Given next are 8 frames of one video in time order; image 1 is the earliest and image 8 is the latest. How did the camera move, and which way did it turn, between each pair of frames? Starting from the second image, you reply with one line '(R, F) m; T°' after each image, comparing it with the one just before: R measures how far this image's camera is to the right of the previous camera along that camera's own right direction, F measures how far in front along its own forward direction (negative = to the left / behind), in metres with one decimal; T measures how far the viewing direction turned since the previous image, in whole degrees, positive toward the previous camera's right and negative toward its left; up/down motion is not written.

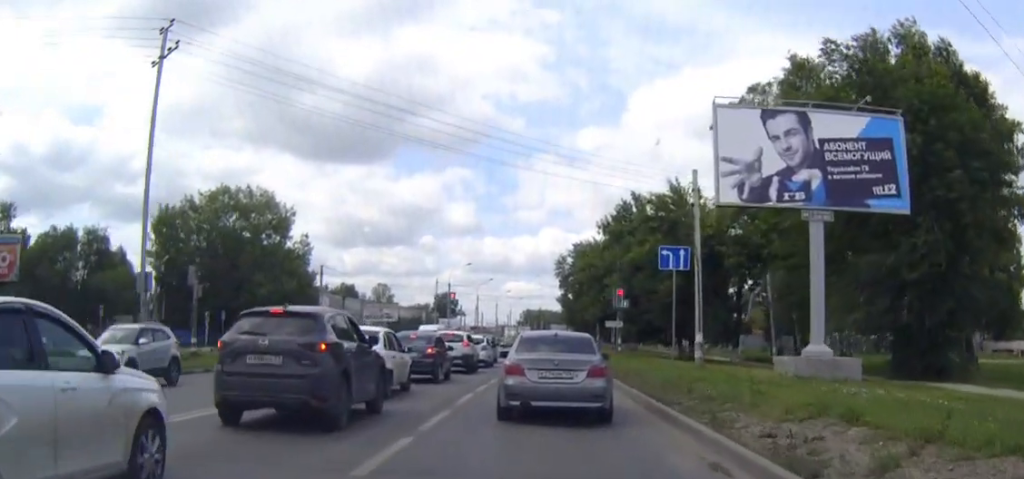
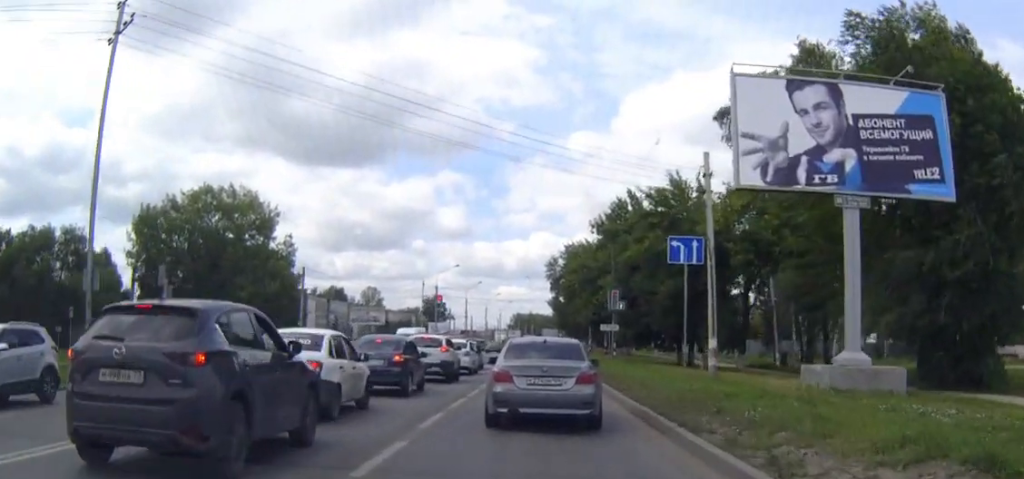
(0.0, +4.2) m; +1°
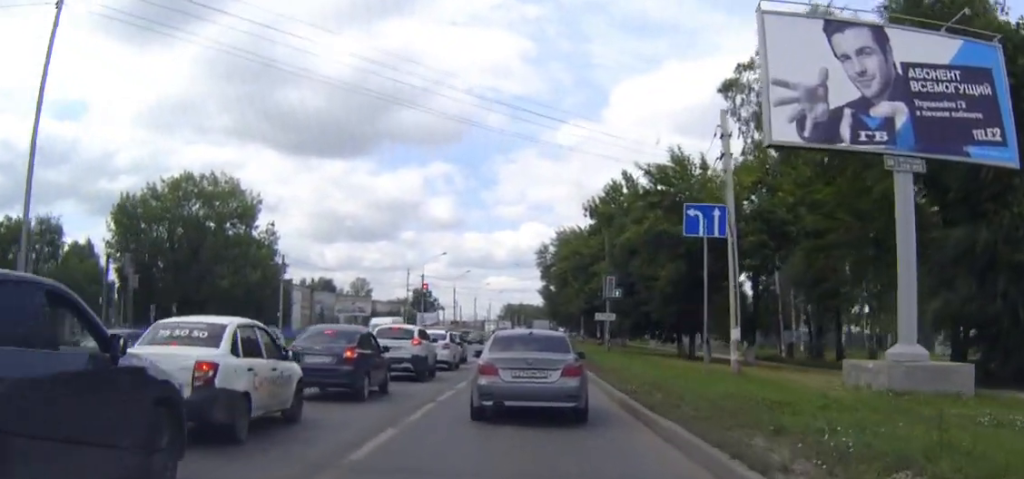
(0.0, +4.2) m; +1°
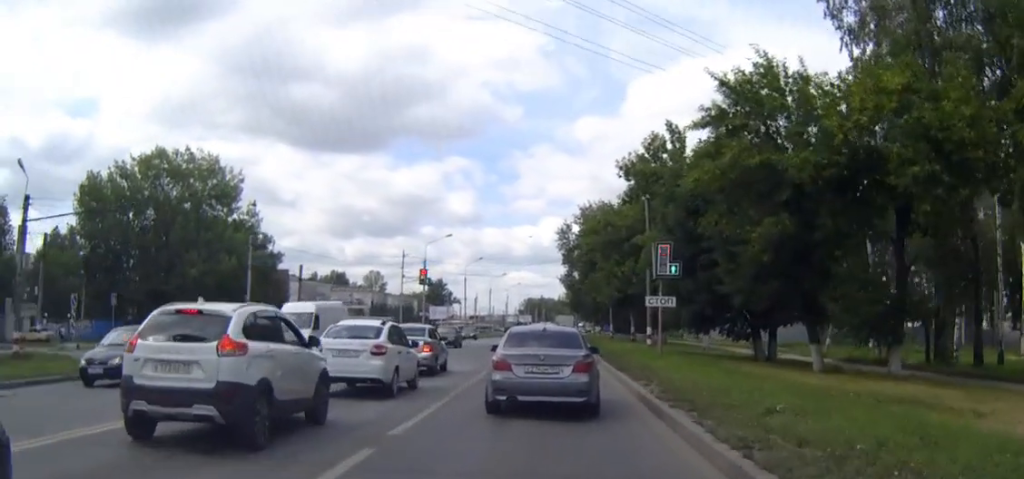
(-0.1, +15.5) m; -2°
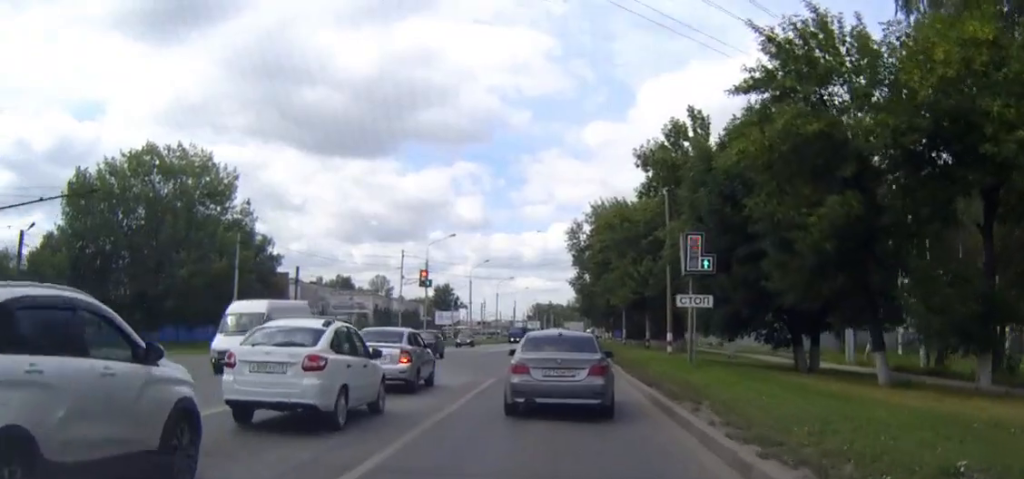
(-0.1, +5.1) m; 0°
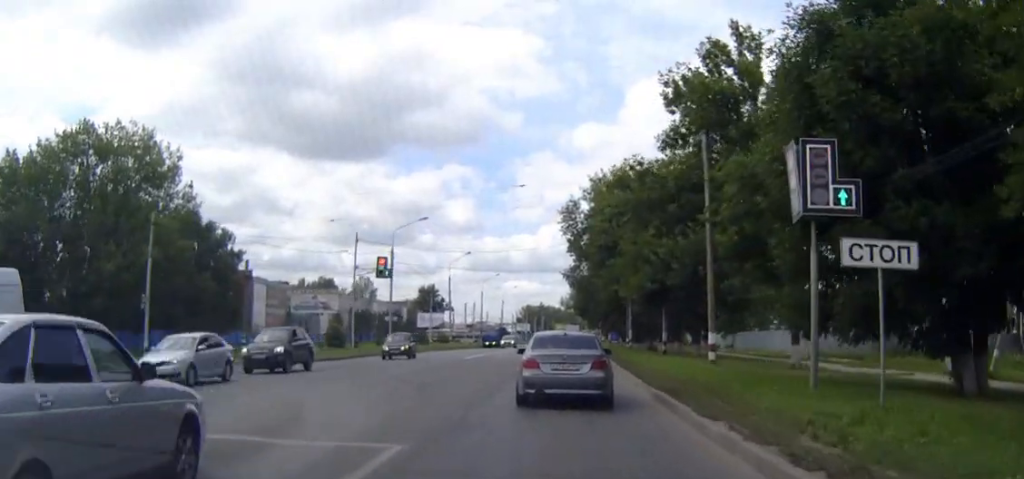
(0.0, +14.0) m; +1°
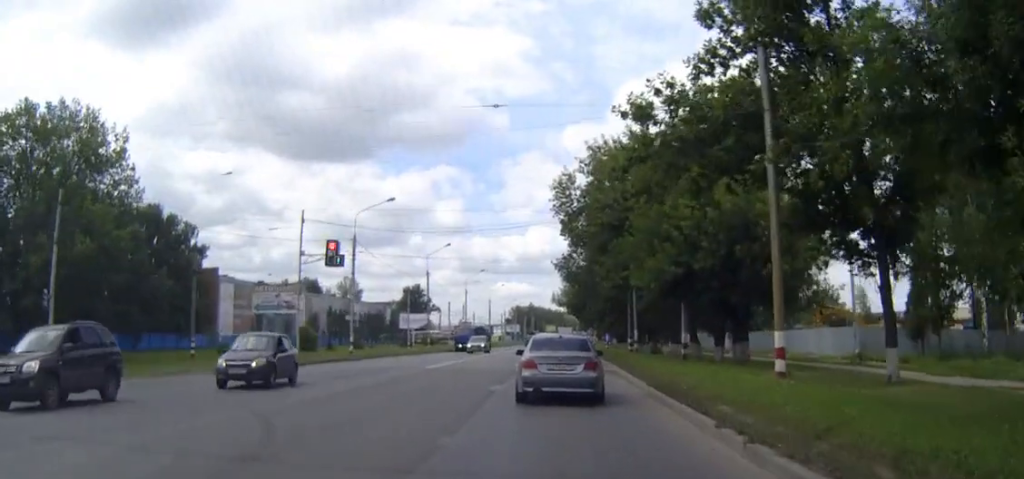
(+0.1, +10.4) m; +1°
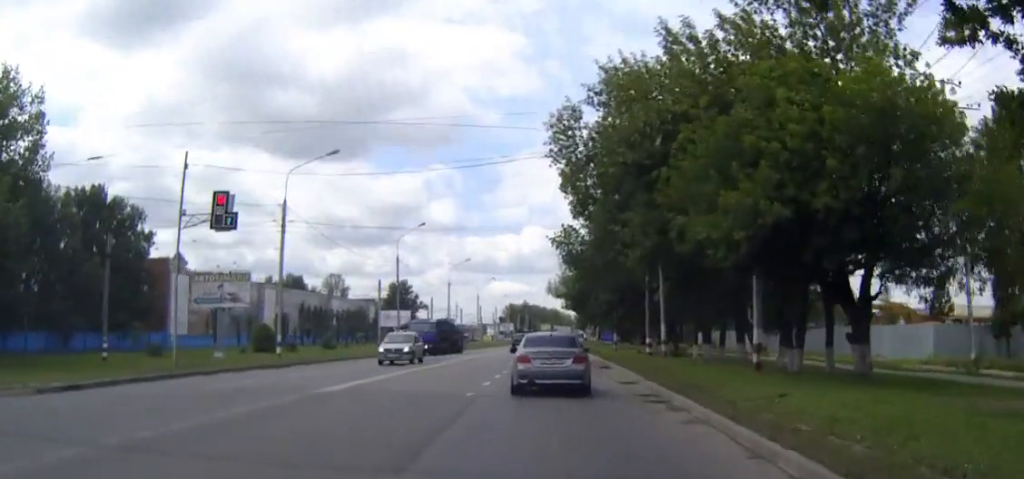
(0.0, +15.2) m; 0°
